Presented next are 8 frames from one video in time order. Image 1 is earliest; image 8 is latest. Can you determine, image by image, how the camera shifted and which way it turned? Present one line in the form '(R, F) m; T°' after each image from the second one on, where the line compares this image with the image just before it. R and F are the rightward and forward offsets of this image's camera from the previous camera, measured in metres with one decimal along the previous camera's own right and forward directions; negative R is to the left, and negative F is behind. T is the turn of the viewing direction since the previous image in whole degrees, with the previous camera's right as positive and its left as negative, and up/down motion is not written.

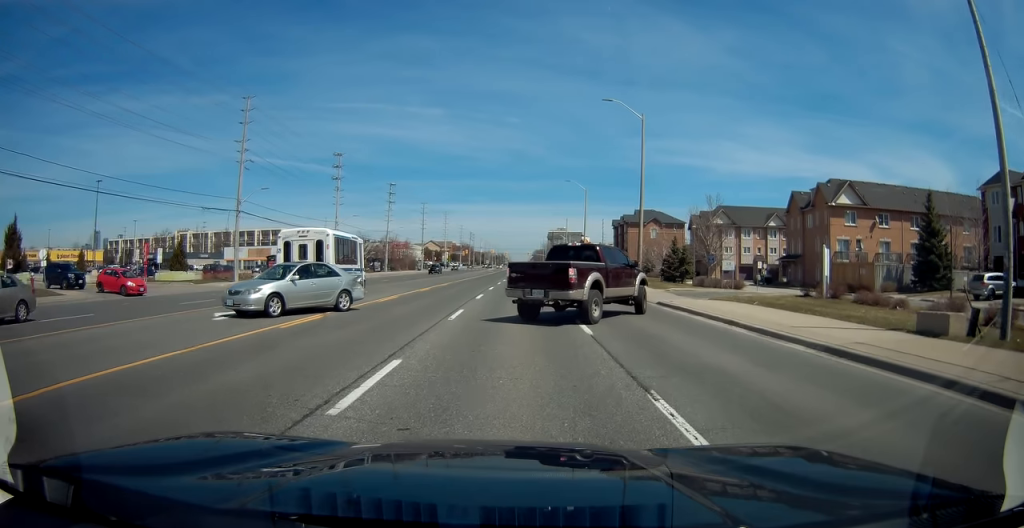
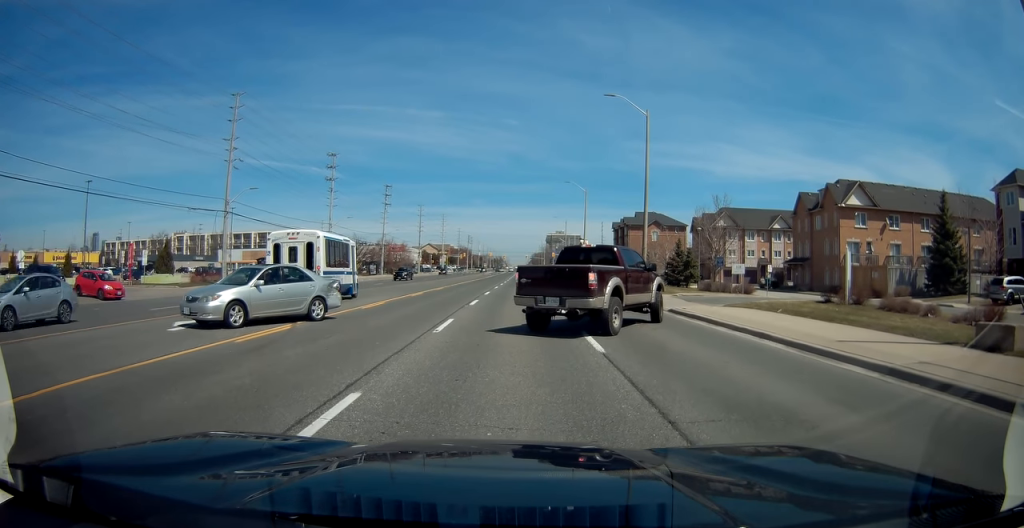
(+0.1, +3.8) m; +2°
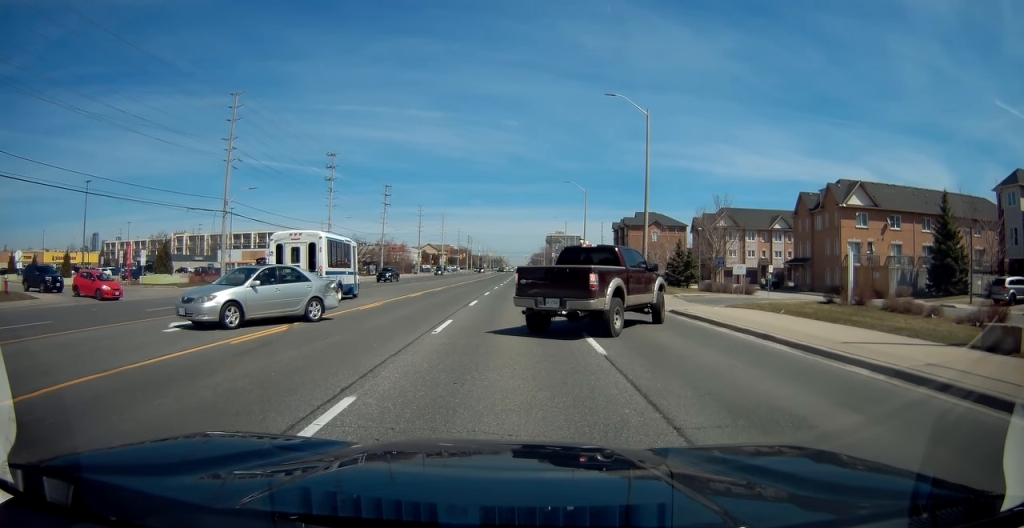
(+0.2, +0.1) m; 0°
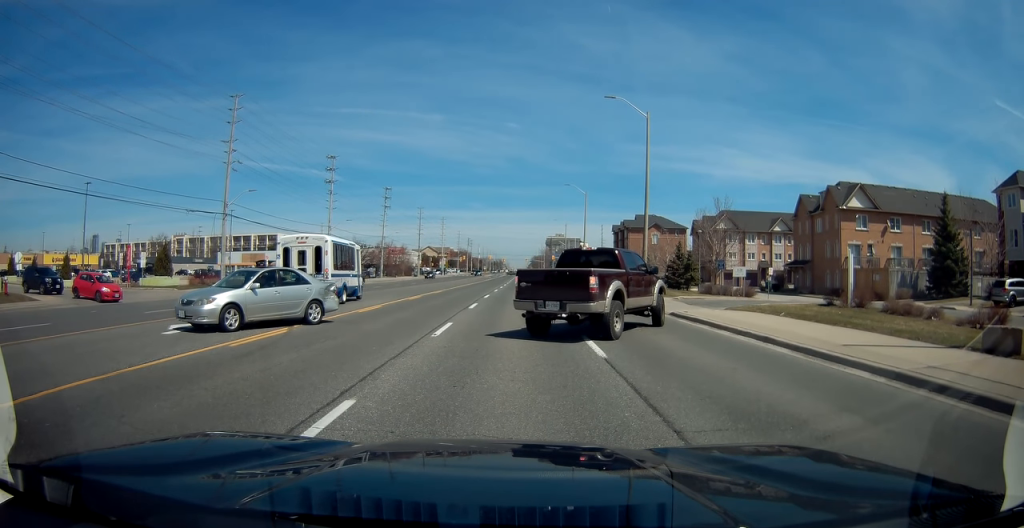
(0.0, +0.8) m; 0°
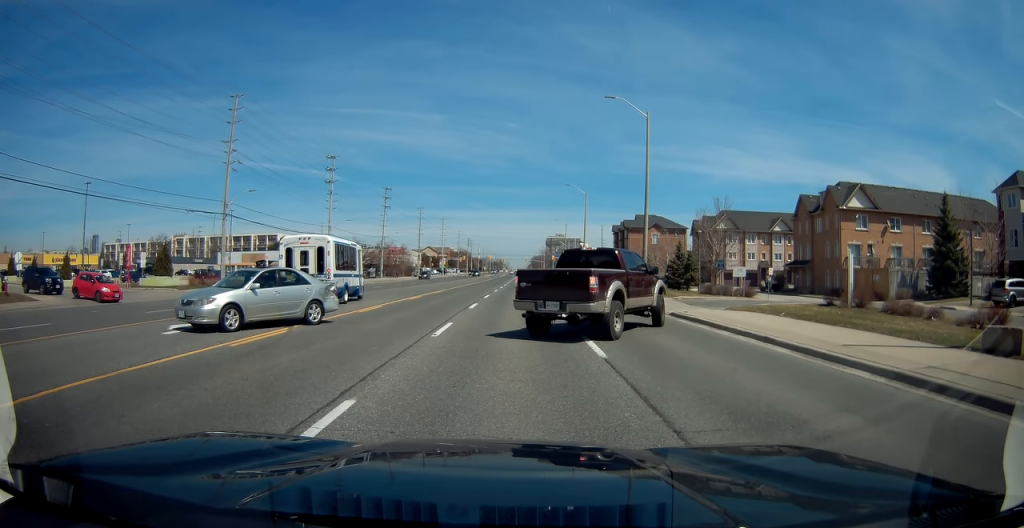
(+0.1, +0.4) m; 0°
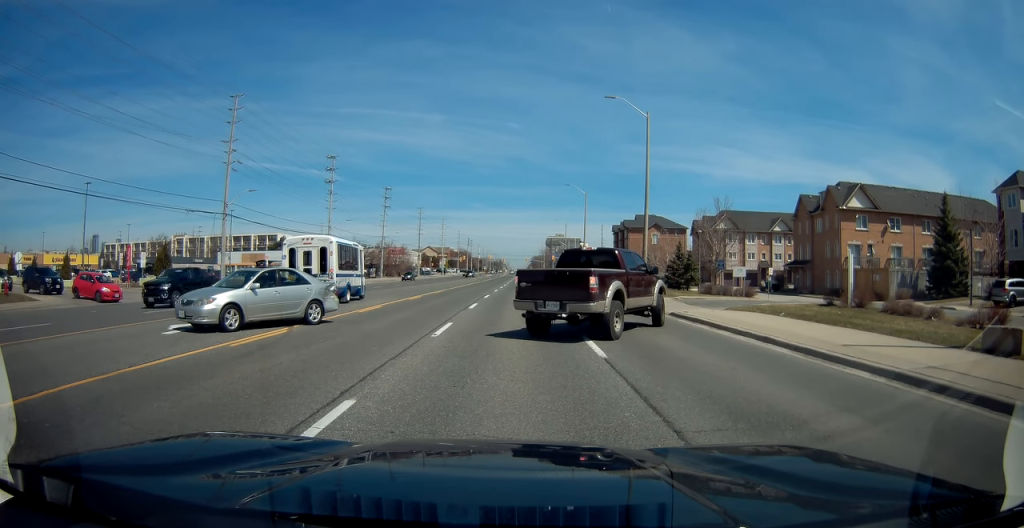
(+0.2, +0.7) m; 0°
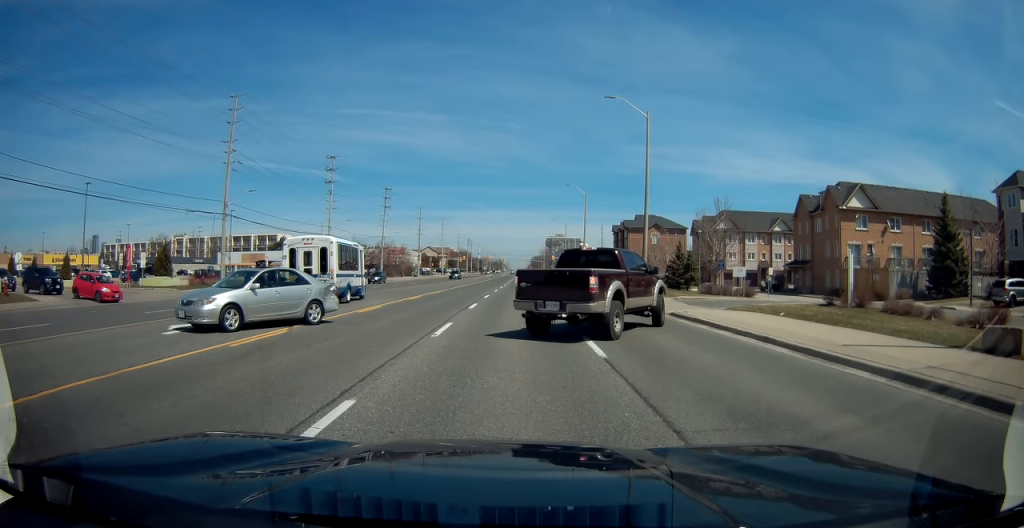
(-0.2, +0.6) m; 0°
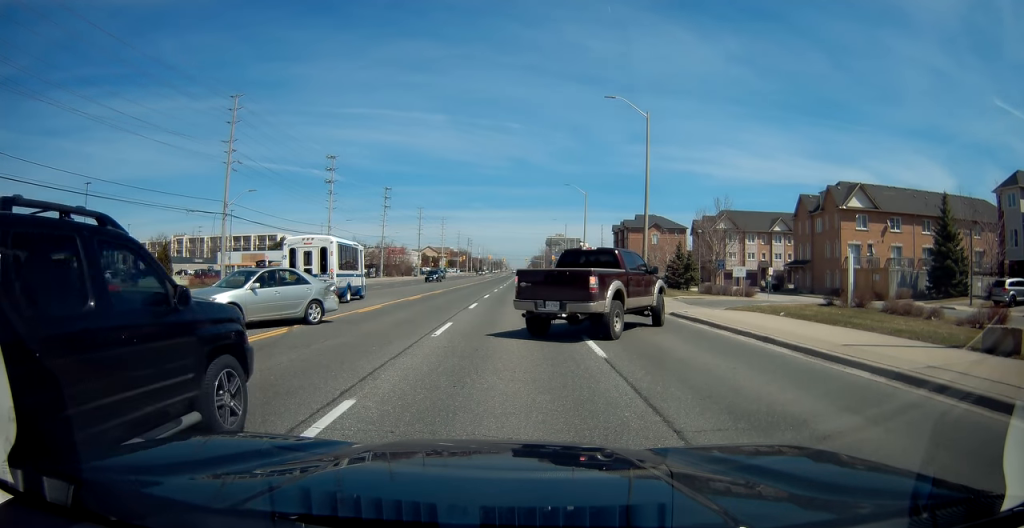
(0.0, 0.0) m; 0°
